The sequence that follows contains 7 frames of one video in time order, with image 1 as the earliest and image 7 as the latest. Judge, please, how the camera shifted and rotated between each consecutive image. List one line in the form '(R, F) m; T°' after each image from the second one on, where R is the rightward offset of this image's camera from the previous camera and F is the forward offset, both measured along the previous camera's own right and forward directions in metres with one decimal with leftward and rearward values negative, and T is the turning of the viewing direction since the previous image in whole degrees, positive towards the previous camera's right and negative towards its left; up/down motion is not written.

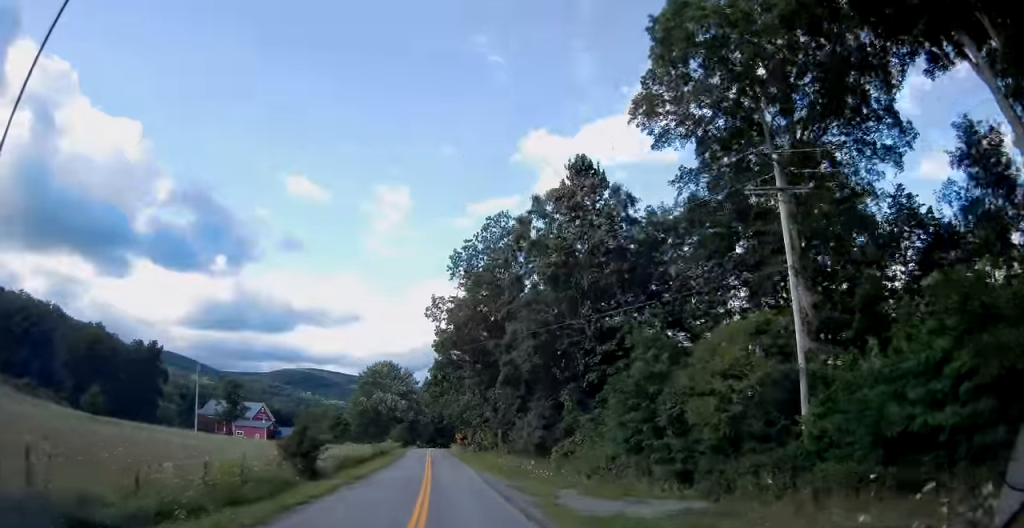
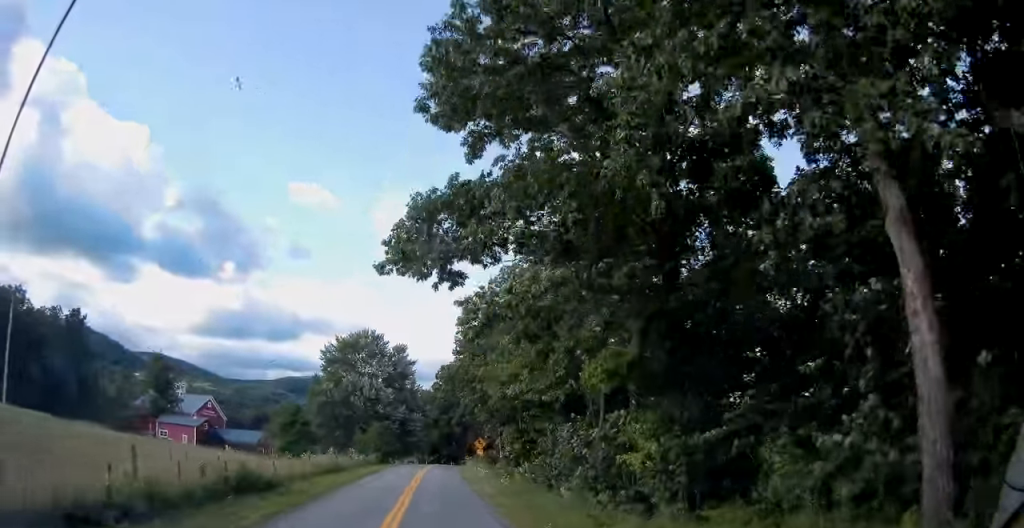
(-0.5, +44.1) m; -2°
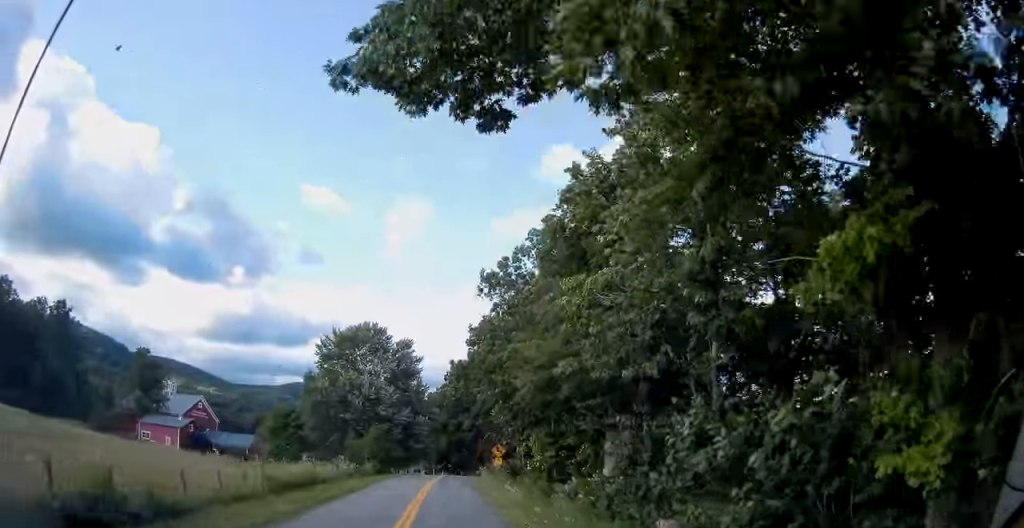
(0.0, +8.9) m; 0°
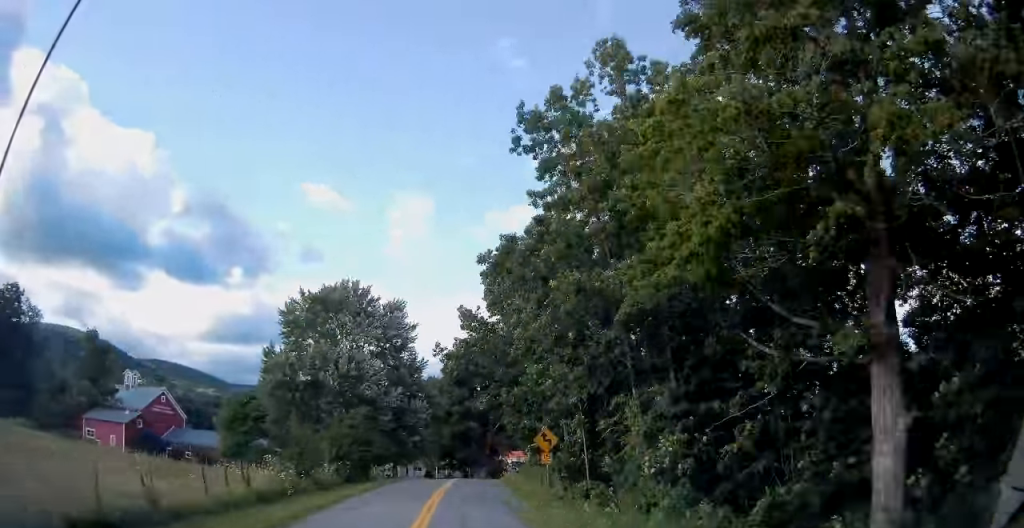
(+0.1, +16.7) m; +1°
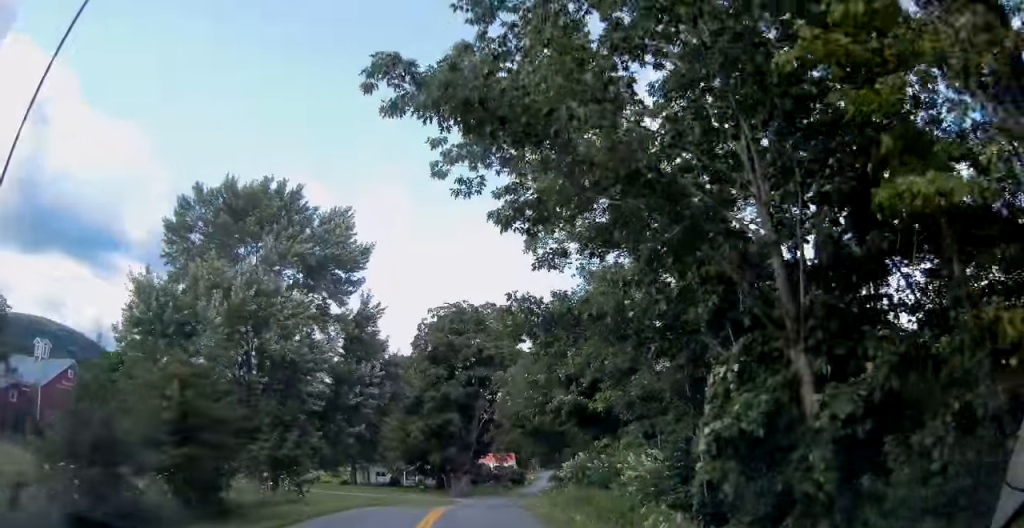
(+0.5, +21.5) m; +3°
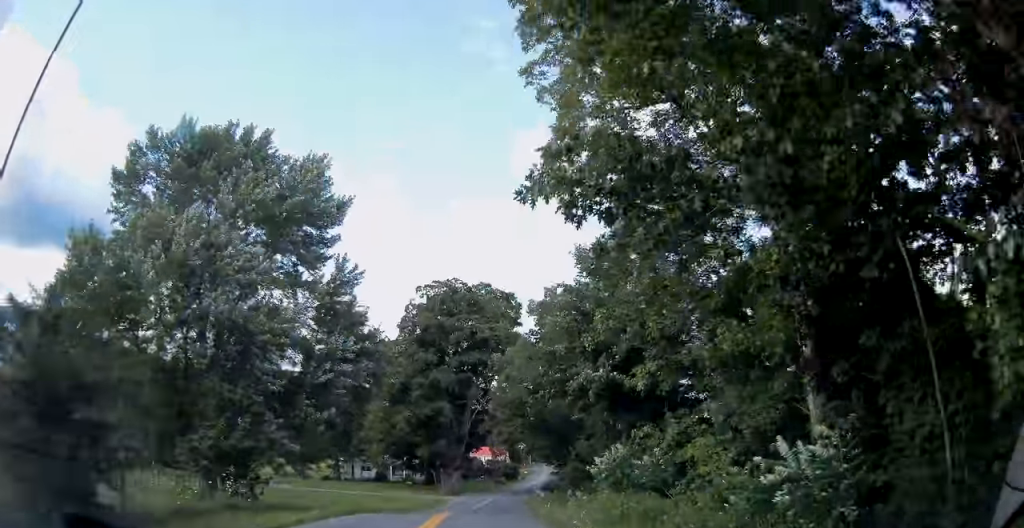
(0.0, +6.0) m; +1°
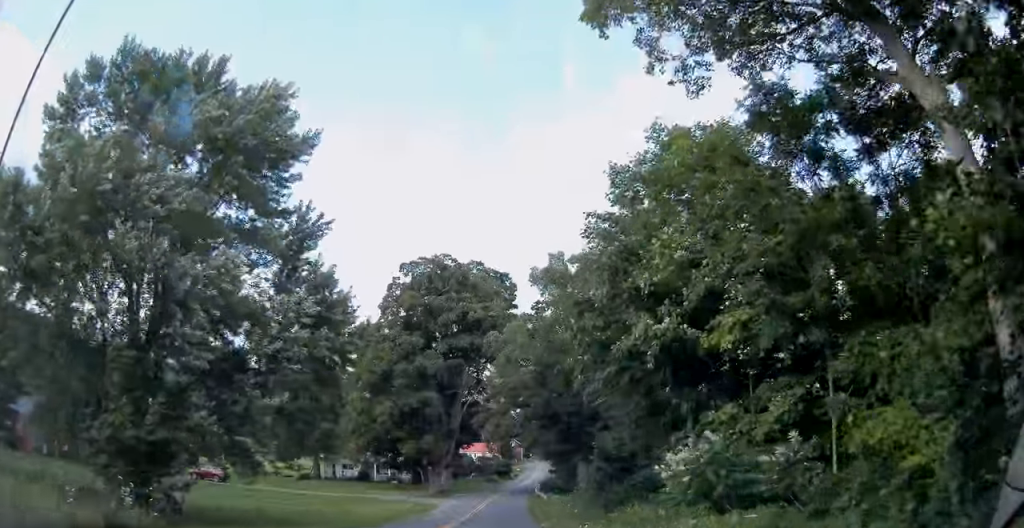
(0.0, +6.5) m; +1°
